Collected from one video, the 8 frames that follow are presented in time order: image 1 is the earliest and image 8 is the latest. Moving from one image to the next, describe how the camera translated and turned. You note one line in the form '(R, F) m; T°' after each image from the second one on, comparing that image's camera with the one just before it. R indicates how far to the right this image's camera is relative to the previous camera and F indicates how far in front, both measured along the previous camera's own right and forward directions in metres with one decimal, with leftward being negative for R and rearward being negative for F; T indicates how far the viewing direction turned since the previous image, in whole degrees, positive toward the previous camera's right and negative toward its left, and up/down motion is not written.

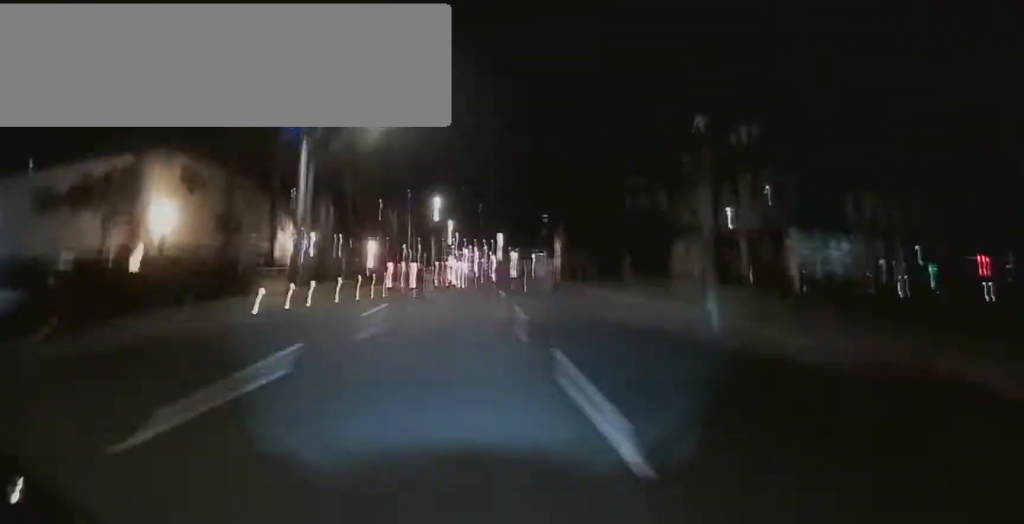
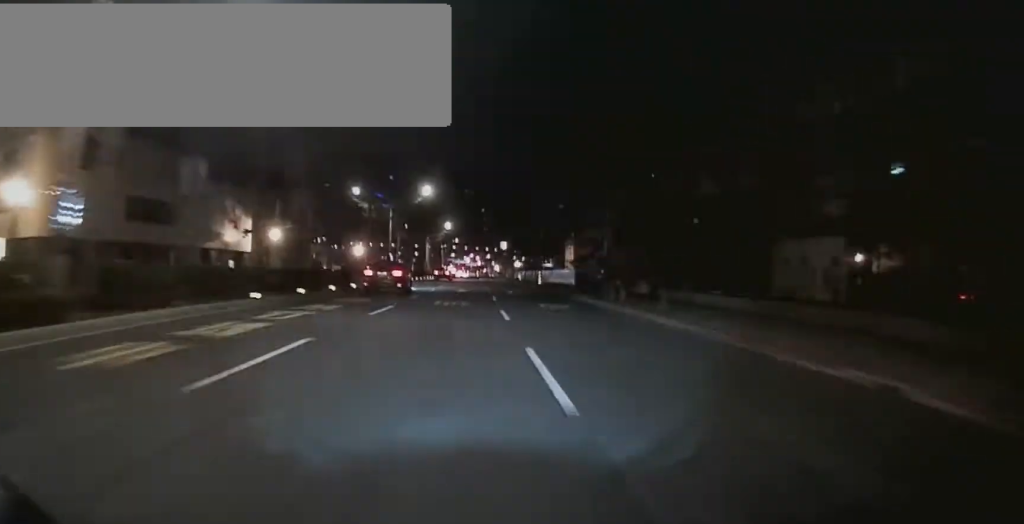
(+0.1, +16.1) m; 0°
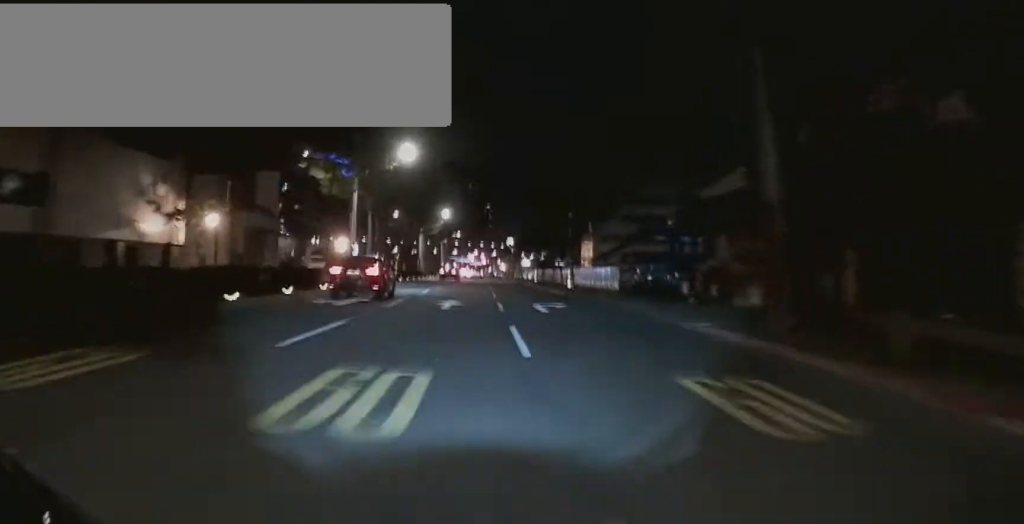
(0.0, +16.5) m; 0°
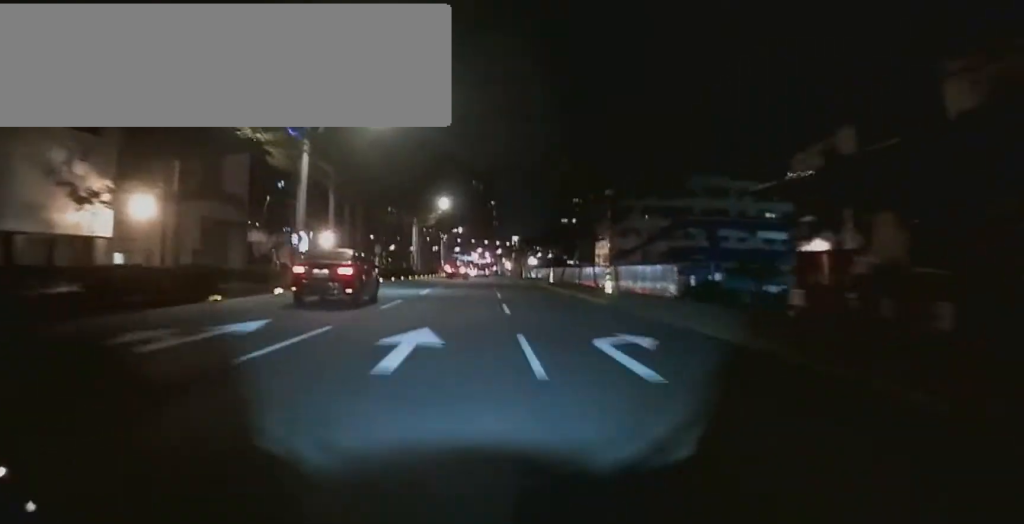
(0.0, +11.0) m; 0°
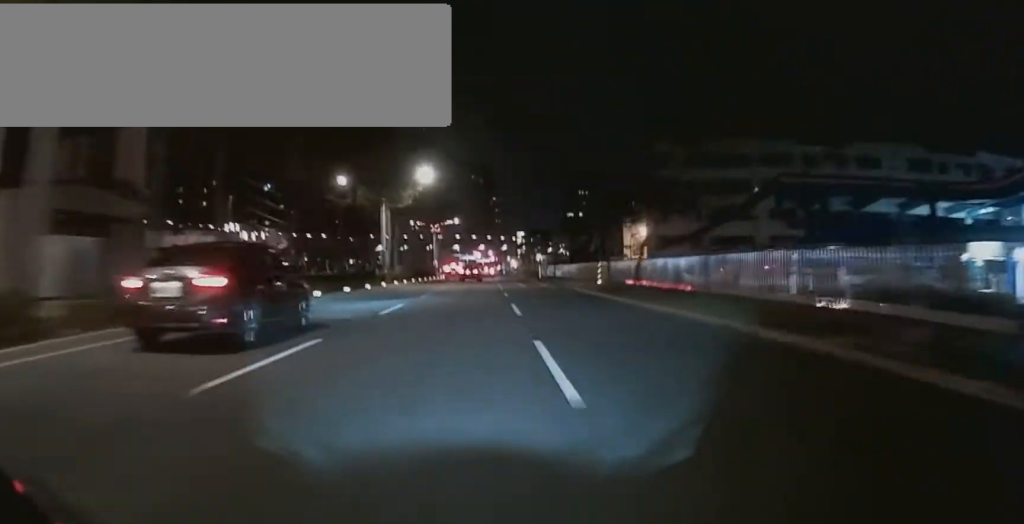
(0.0, +19.6) m; 0°
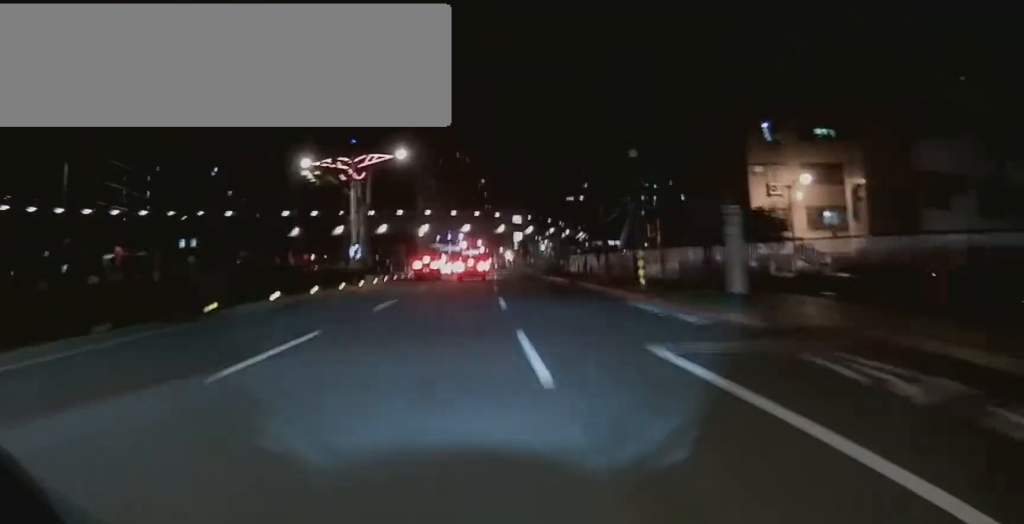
(0.0, +43.6) m; 0°
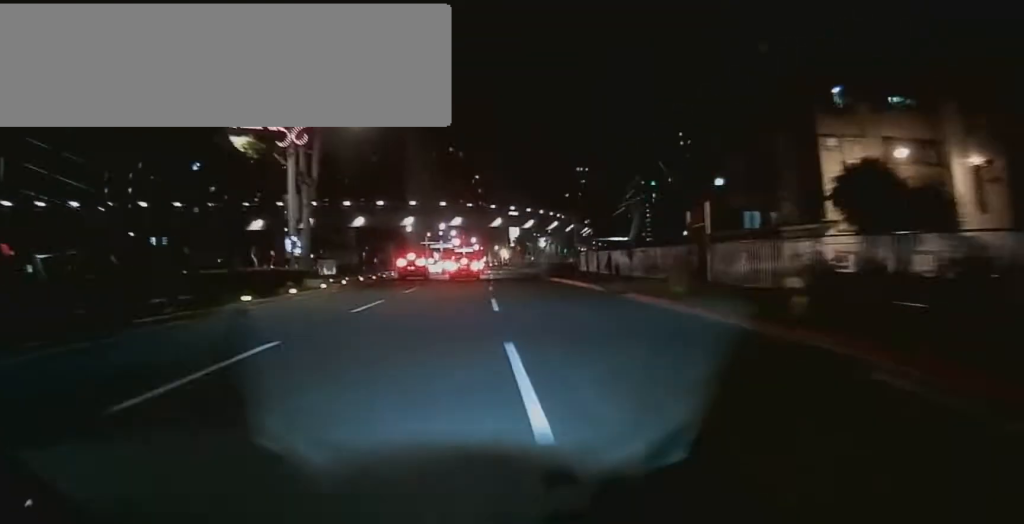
(0.0, +10.3) m; 0°
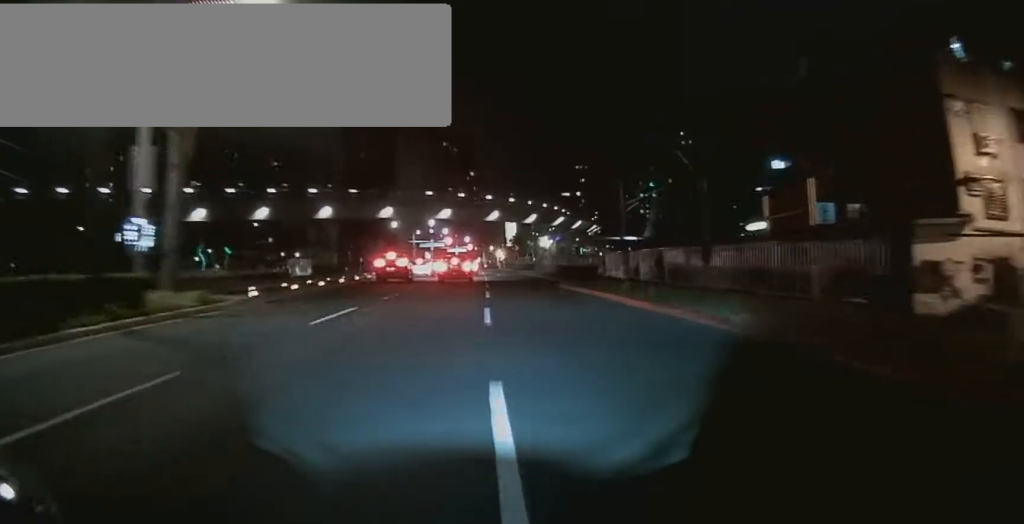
(0.0, +11.2) m; -1°
